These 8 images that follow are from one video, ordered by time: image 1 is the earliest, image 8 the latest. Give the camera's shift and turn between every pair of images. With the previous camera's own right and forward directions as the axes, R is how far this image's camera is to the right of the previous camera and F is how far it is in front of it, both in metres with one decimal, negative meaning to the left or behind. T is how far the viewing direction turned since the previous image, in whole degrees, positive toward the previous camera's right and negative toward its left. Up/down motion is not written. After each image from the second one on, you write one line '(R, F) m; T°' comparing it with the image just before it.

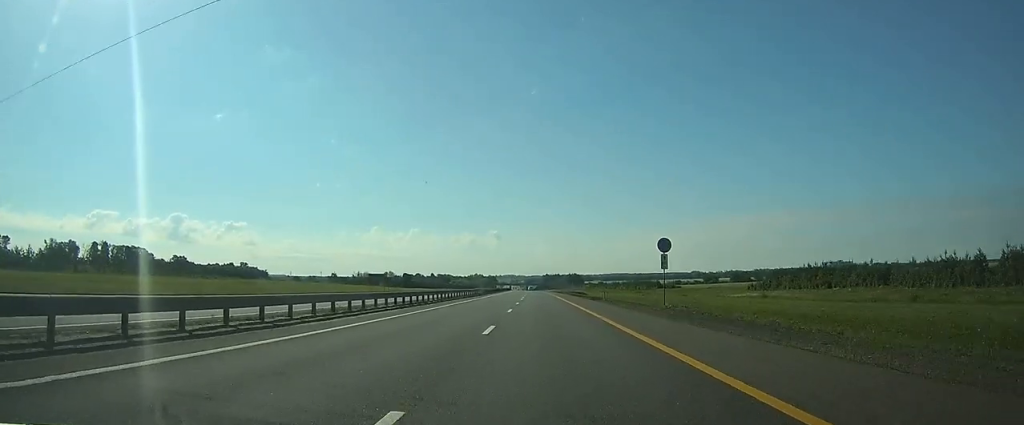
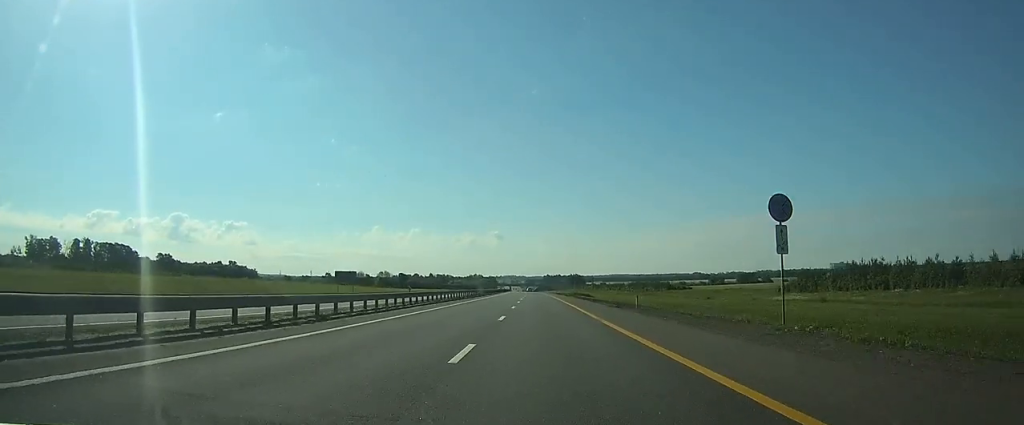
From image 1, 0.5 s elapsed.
(0.0, +17.2) m; 0°
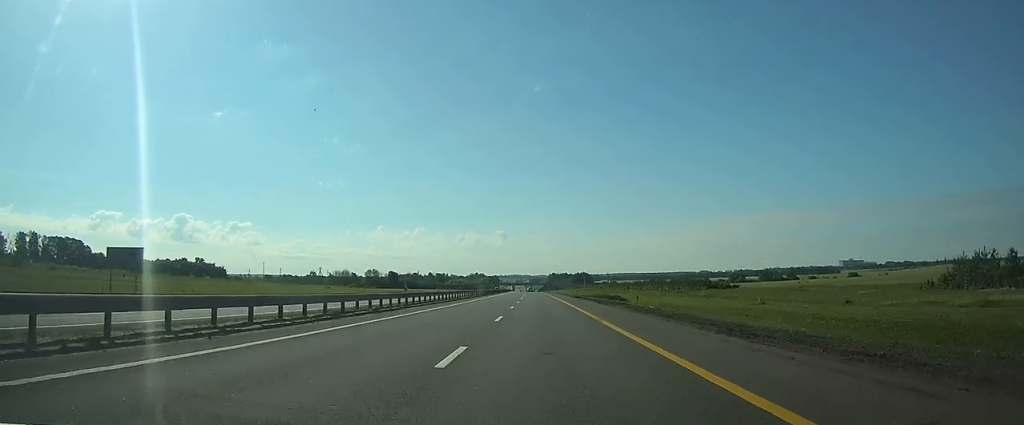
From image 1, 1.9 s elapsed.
(-0.2, +48.2) m; 0°
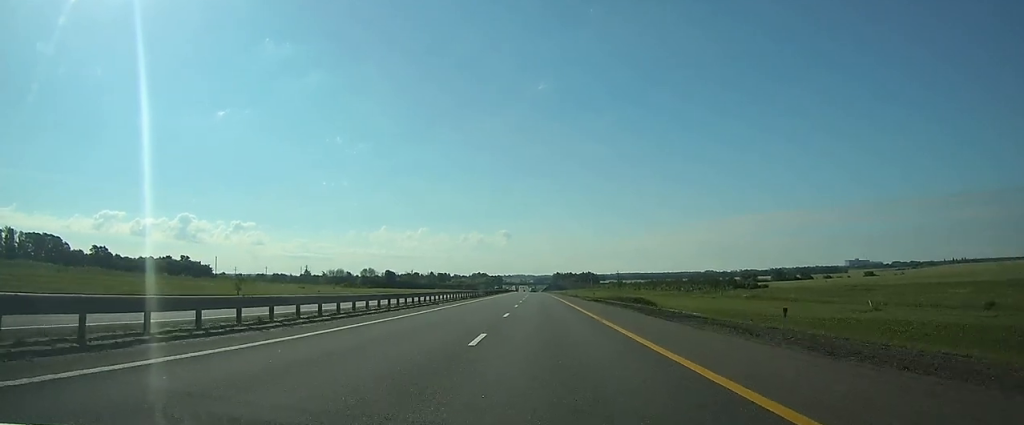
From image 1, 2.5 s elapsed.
(0.0, +20.7) m; 0°
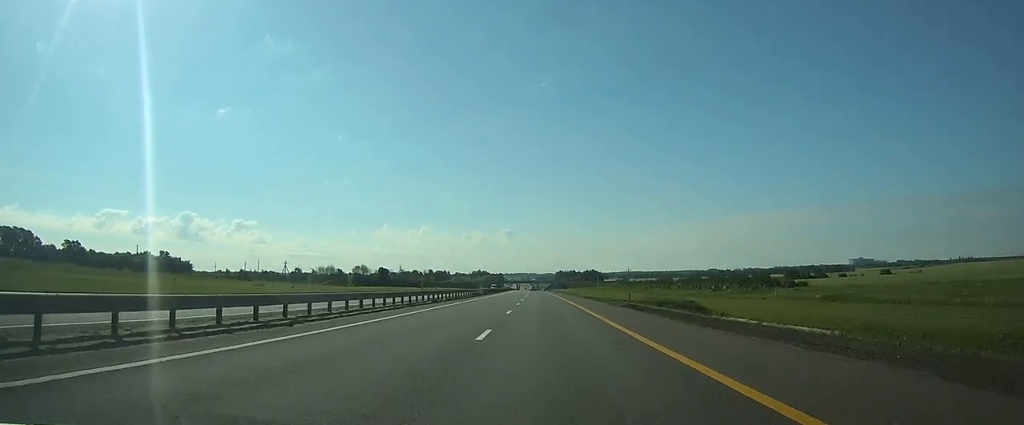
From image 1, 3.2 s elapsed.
(-0.1, +23.0) m; 0°
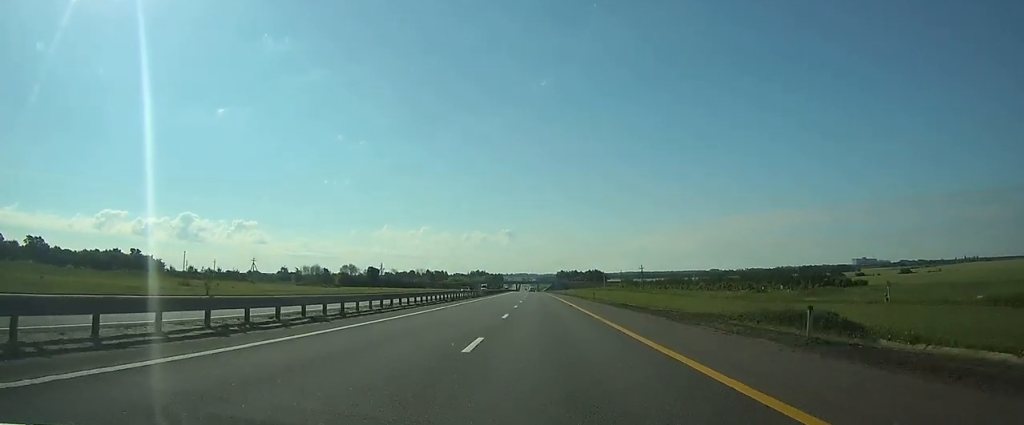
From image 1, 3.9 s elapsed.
(-0.1, +26.3) m; 0°
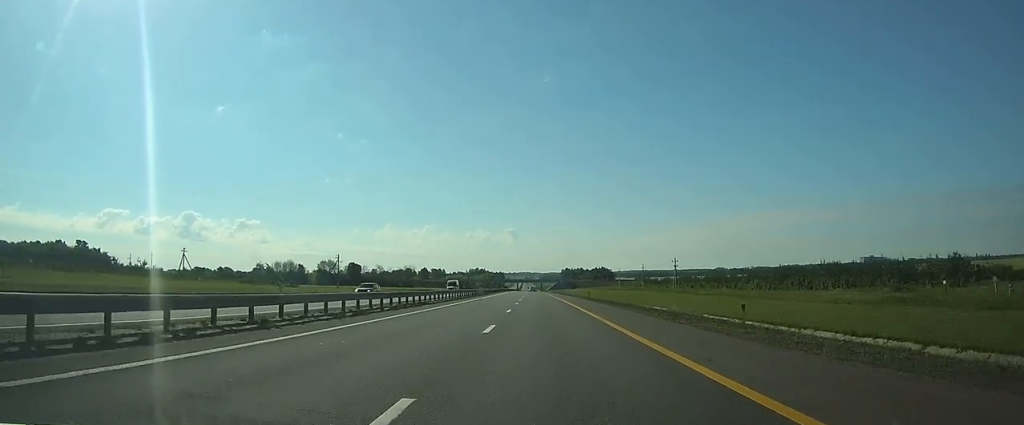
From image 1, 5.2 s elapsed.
(-0.2, +43.4) m; 0°
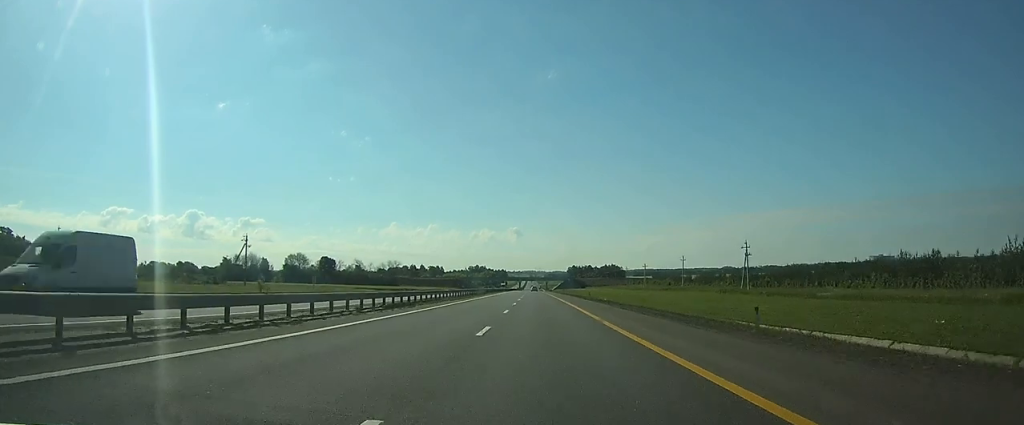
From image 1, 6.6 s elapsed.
(-0.2, +49.0) m; 0°
